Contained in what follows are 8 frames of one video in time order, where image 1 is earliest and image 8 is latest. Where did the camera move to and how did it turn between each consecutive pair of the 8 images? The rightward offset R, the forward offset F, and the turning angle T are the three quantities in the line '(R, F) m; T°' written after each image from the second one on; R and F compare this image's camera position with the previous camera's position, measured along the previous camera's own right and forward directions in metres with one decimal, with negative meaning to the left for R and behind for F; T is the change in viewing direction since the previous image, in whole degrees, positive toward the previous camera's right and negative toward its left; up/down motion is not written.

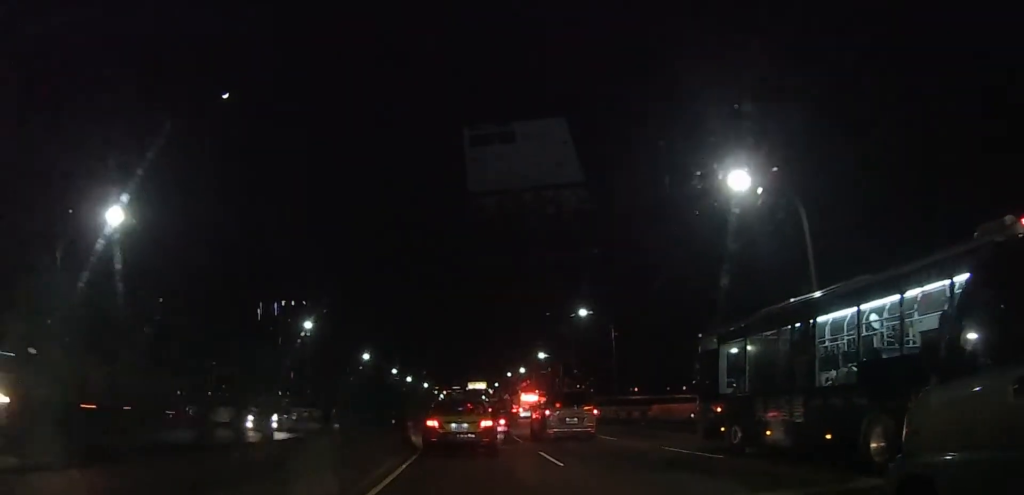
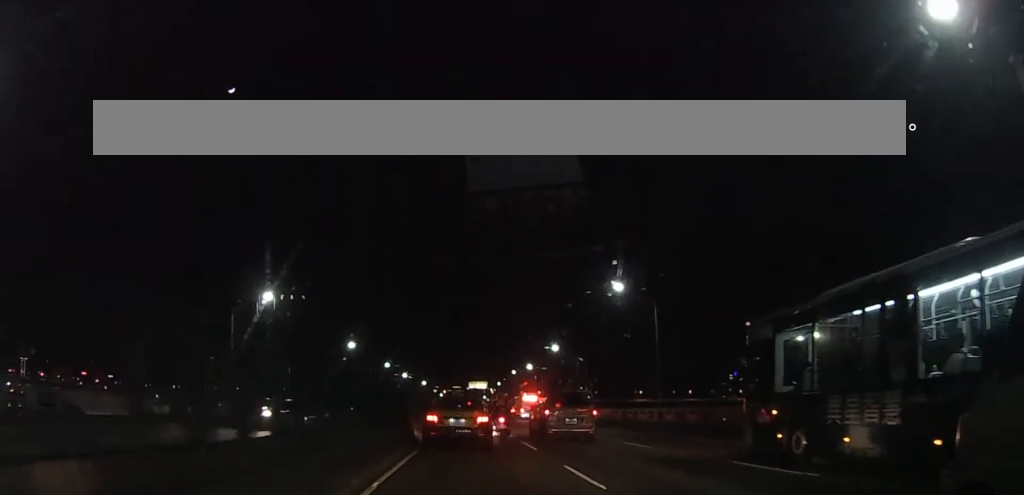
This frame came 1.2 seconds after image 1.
(0.0, +14.8) m; 0°
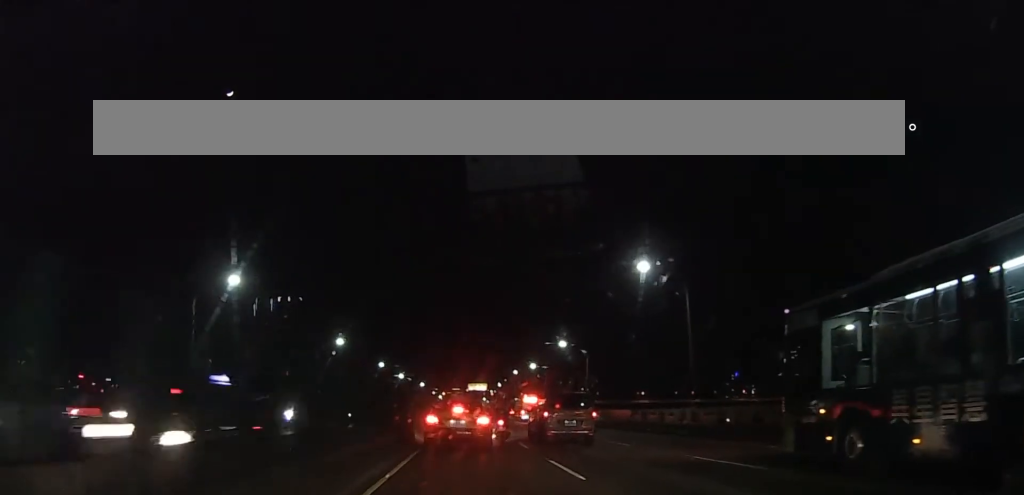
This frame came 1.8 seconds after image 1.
(0.0, +8.0) m; 0°
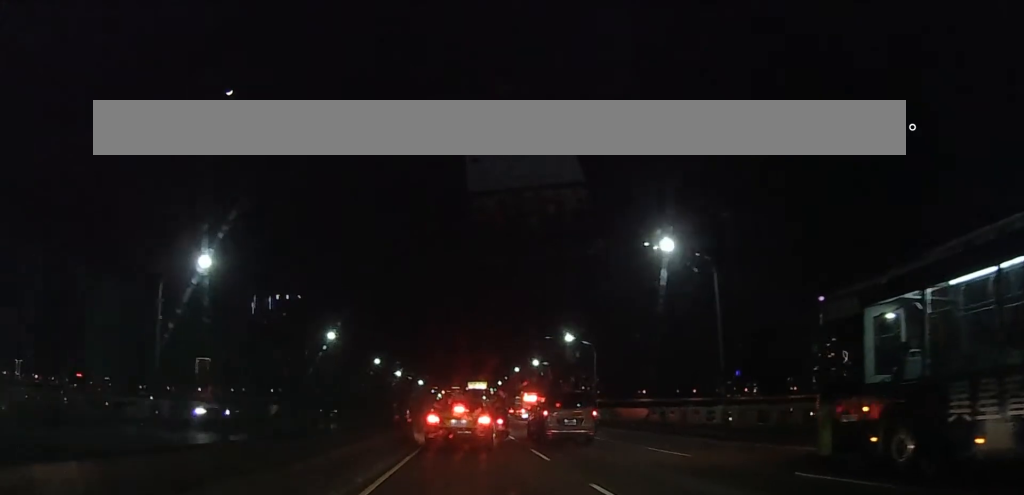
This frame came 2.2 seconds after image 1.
(0.0, +5.4) m; 0°
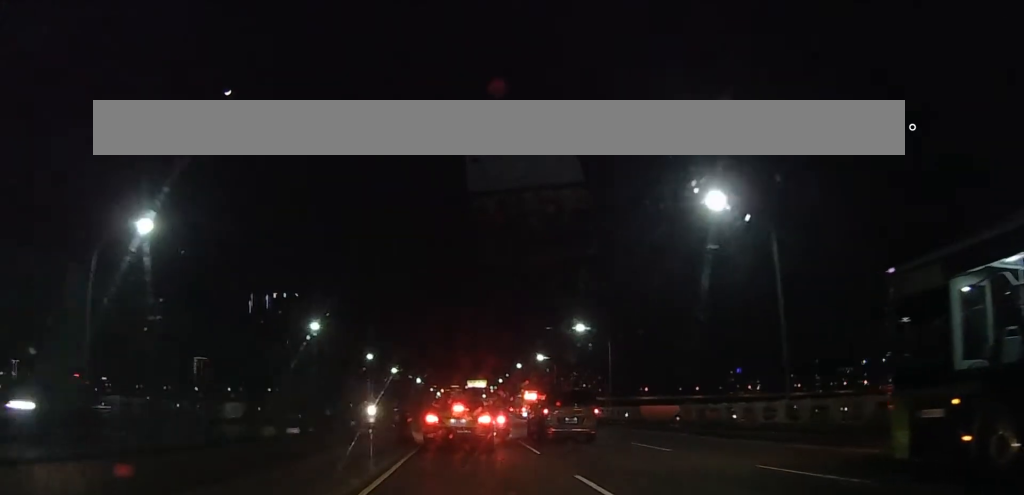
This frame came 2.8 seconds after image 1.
(-0.1, +8.3) m; 0°
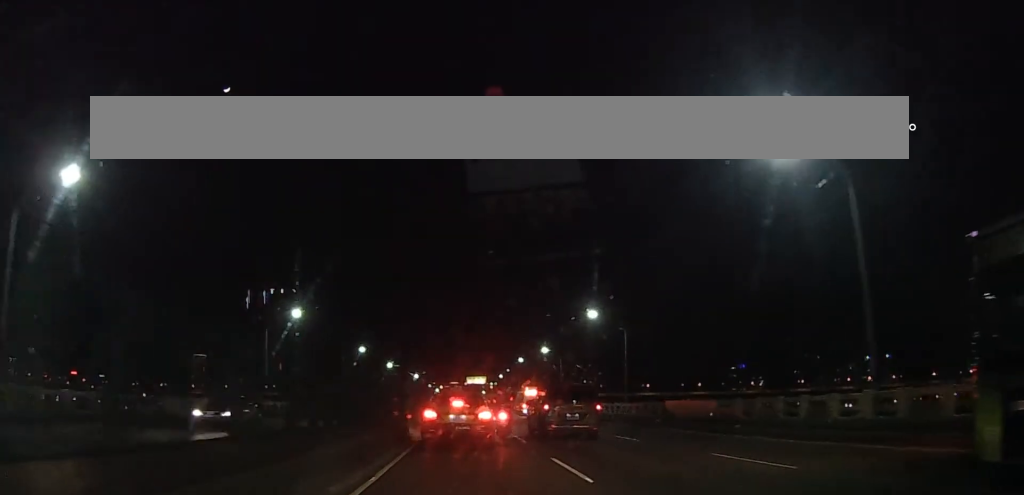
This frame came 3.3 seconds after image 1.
(0.0, +7.4) m; 0°
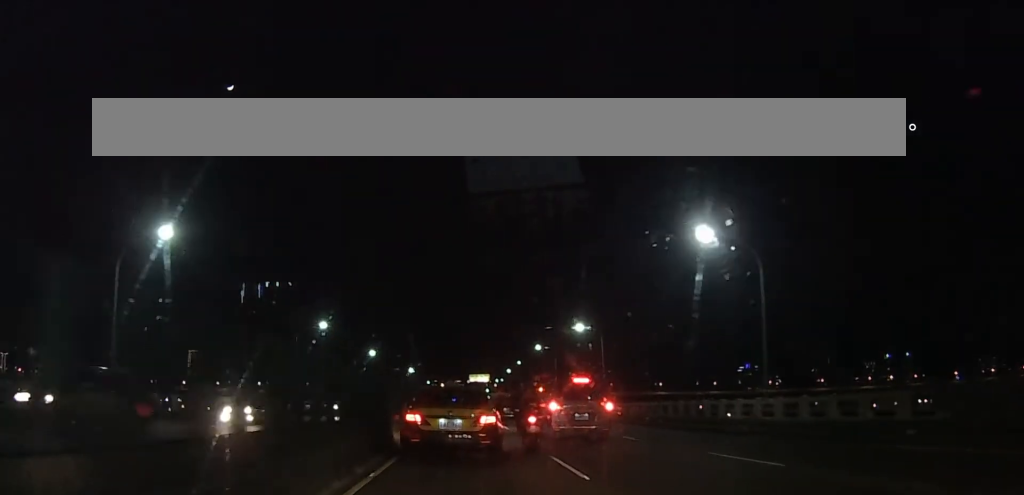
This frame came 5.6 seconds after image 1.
(+0.1, +29.8) m; 0°
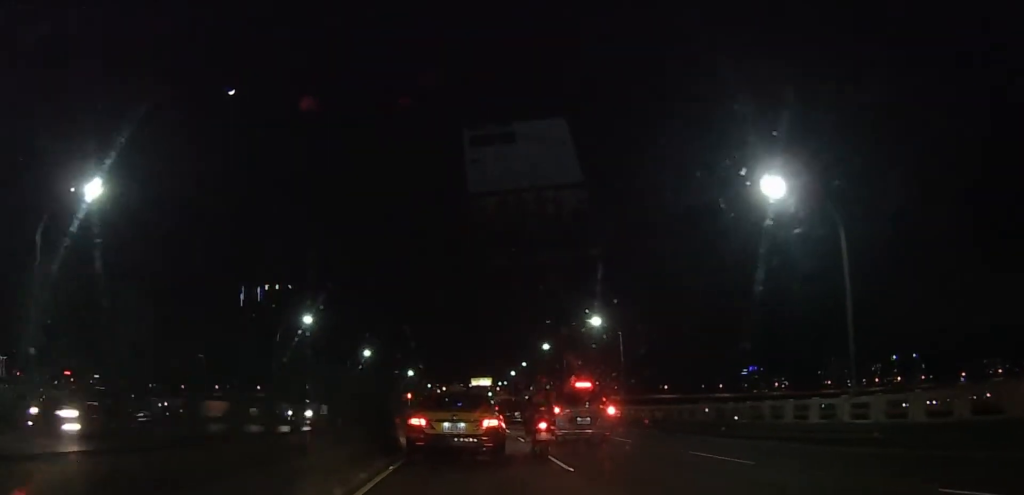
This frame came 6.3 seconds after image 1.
(0.0, +8.6) m; 0°
